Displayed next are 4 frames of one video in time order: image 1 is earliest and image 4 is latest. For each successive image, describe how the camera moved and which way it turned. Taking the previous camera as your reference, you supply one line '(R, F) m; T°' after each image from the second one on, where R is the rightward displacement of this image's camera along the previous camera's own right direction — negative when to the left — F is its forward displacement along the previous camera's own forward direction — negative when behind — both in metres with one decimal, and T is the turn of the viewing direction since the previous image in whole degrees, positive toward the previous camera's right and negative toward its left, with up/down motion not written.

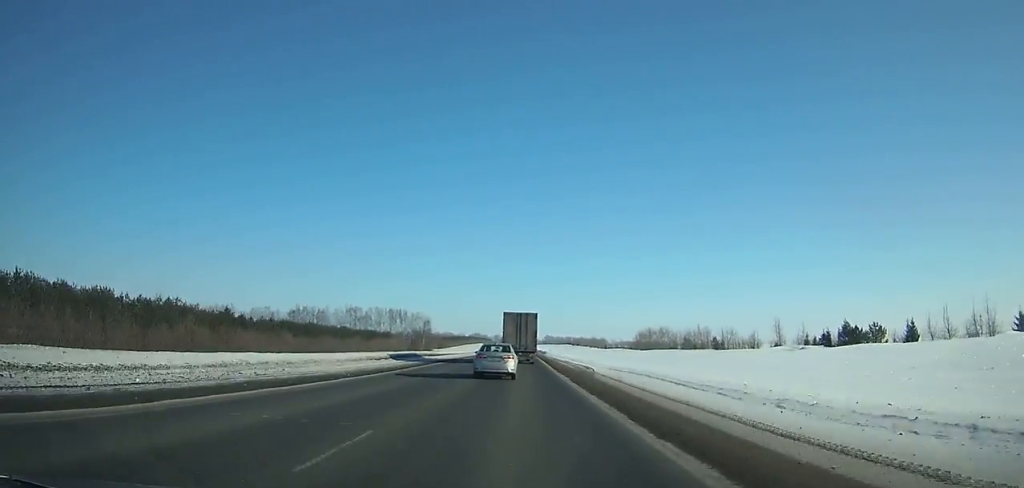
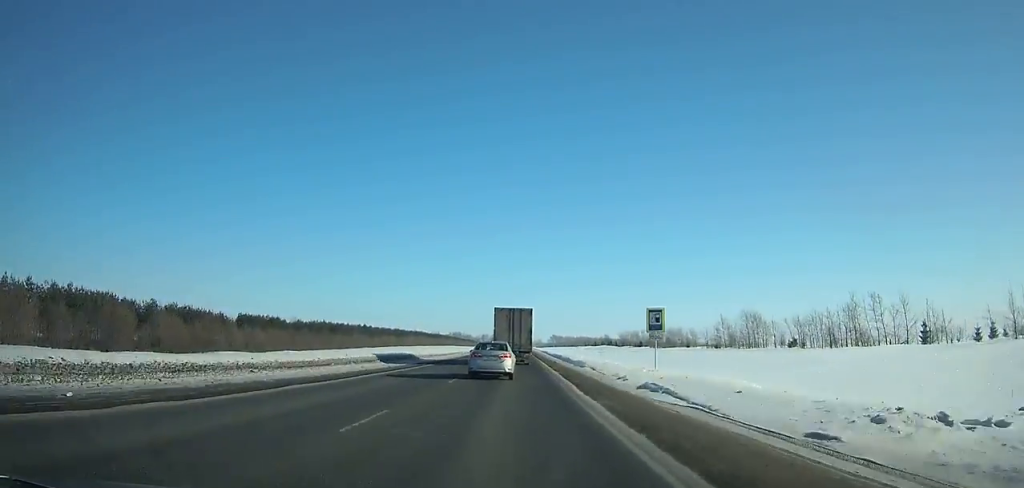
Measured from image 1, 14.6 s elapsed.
(-0.1, +328.5) m; 0°
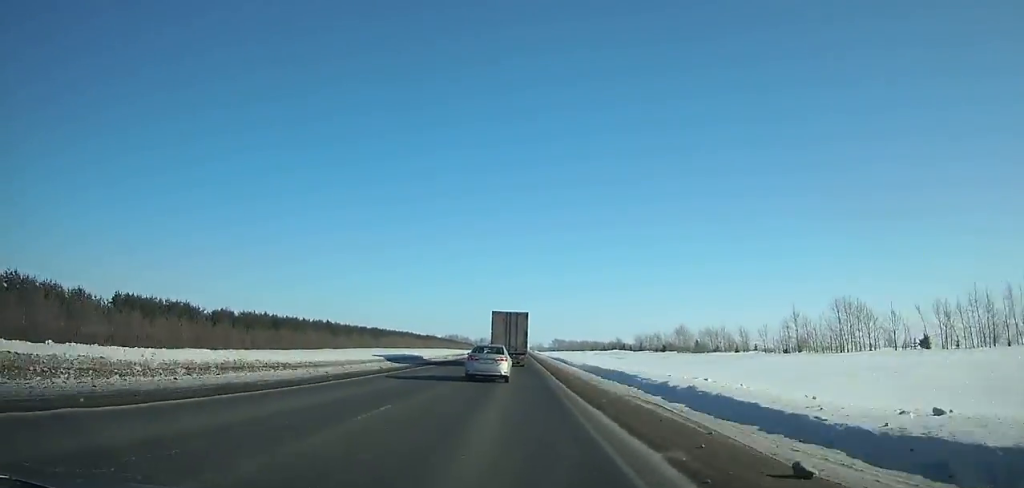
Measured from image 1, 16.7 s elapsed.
(+0.1, +46.2) m; 0°
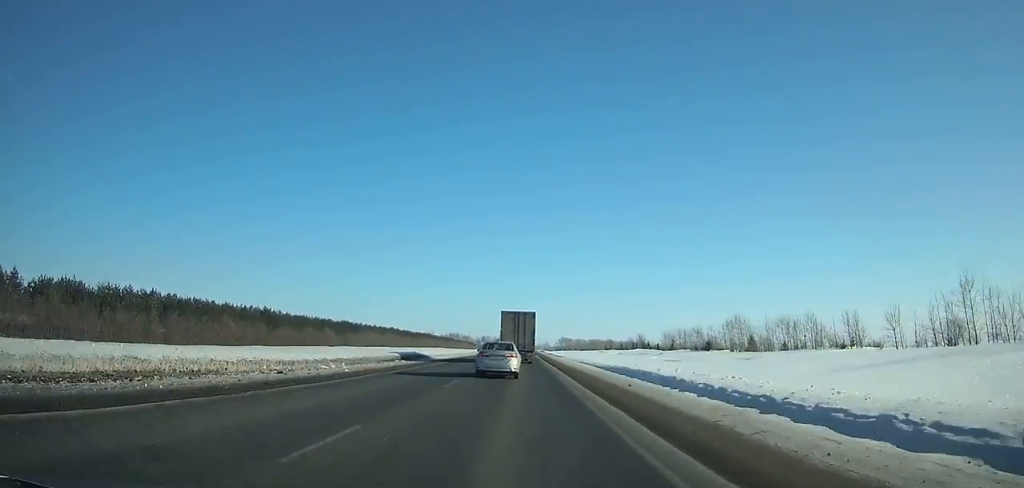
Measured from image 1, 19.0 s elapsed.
(-0.3, +50.4) m; 0°
